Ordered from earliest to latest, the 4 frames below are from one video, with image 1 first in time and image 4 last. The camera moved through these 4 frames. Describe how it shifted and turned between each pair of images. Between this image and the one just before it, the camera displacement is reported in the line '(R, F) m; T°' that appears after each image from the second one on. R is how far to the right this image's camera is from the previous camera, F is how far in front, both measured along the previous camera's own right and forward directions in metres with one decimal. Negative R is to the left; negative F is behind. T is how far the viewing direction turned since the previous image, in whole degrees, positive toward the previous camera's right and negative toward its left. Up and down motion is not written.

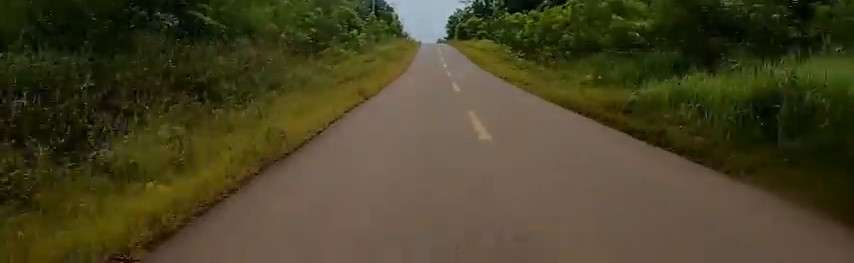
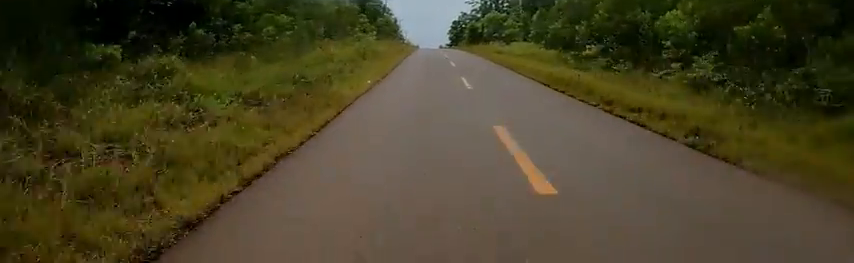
(-1.0, +27.1) m; -3°
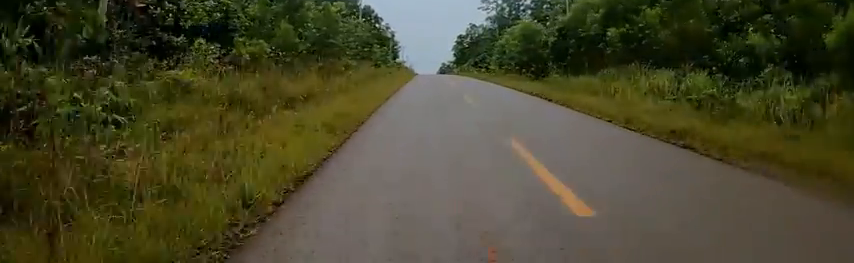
(+1.0, +38.8) m; +4°
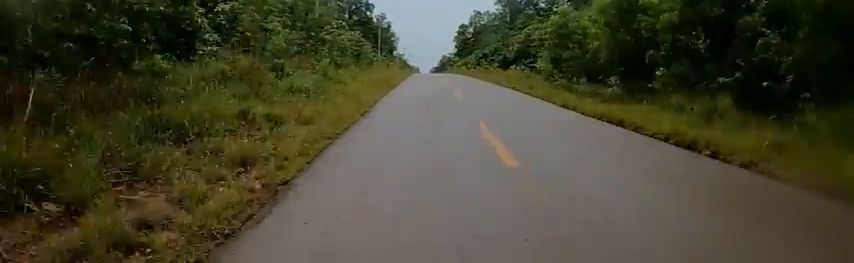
(+1.0, +22.0) m; -1°
